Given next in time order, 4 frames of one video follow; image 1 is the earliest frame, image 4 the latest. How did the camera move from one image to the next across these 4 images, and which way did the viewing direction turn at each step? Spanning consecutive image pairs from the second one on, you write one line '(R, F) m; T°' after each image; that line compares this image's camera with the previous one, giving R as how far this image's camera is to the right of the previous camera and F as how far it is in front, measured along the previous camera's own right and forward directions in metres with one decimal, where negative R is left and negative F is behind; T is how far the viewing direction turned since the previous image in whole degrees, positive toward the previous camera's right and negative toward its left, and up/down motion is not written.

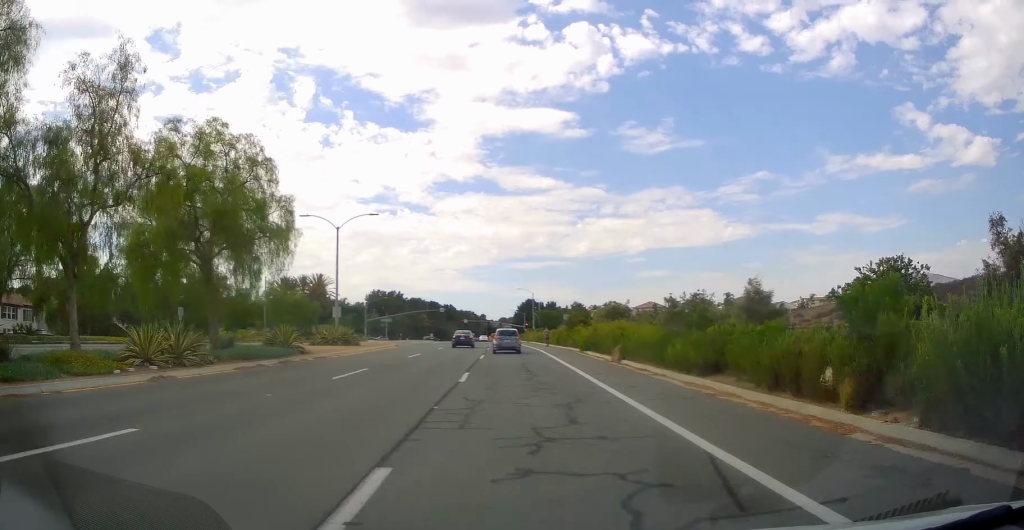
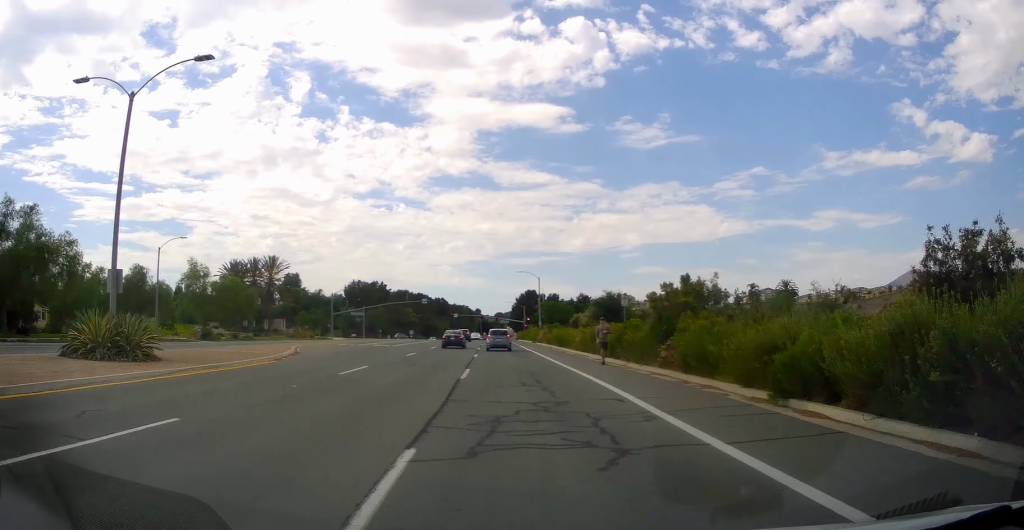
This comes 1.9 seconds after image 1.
(-0.1, +28.8) m; -1°
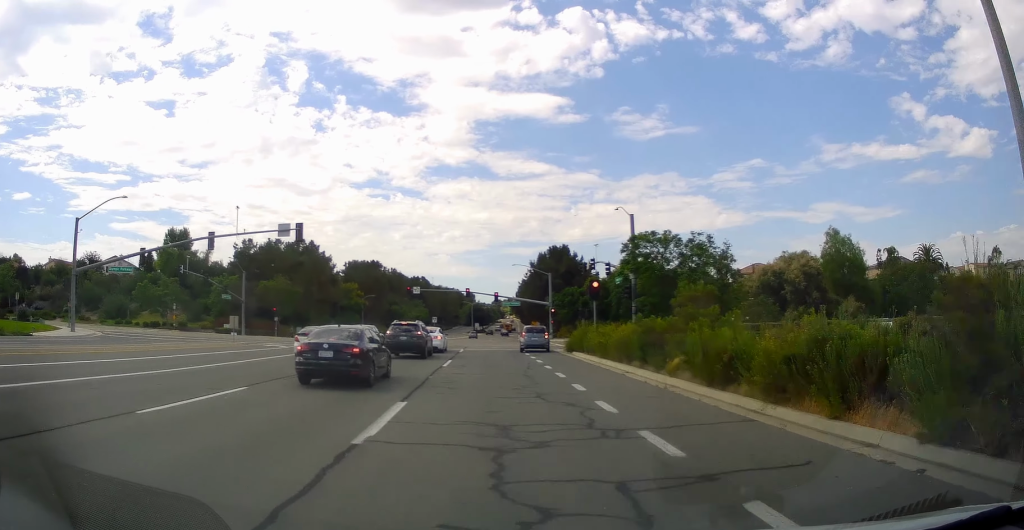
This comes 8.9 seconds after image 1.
(+1.0, +86.0) m; +2°
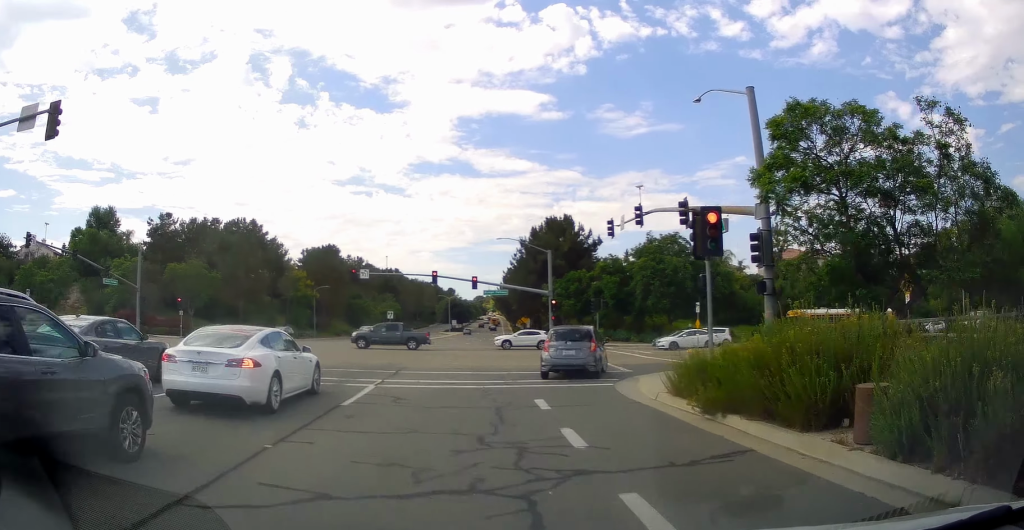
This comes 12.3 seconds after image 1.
(-0.8, +25.2) m; +1°
